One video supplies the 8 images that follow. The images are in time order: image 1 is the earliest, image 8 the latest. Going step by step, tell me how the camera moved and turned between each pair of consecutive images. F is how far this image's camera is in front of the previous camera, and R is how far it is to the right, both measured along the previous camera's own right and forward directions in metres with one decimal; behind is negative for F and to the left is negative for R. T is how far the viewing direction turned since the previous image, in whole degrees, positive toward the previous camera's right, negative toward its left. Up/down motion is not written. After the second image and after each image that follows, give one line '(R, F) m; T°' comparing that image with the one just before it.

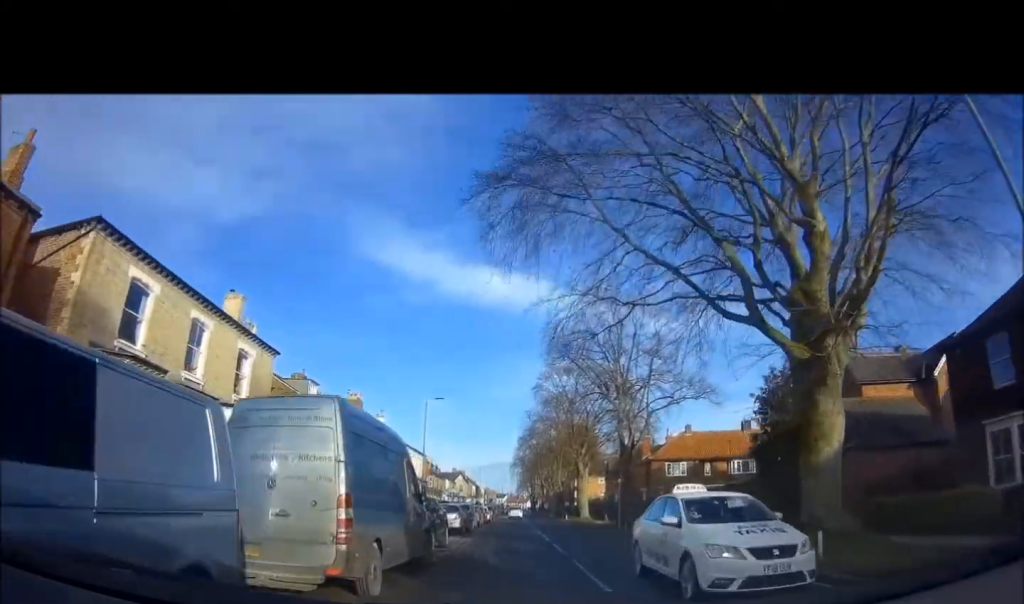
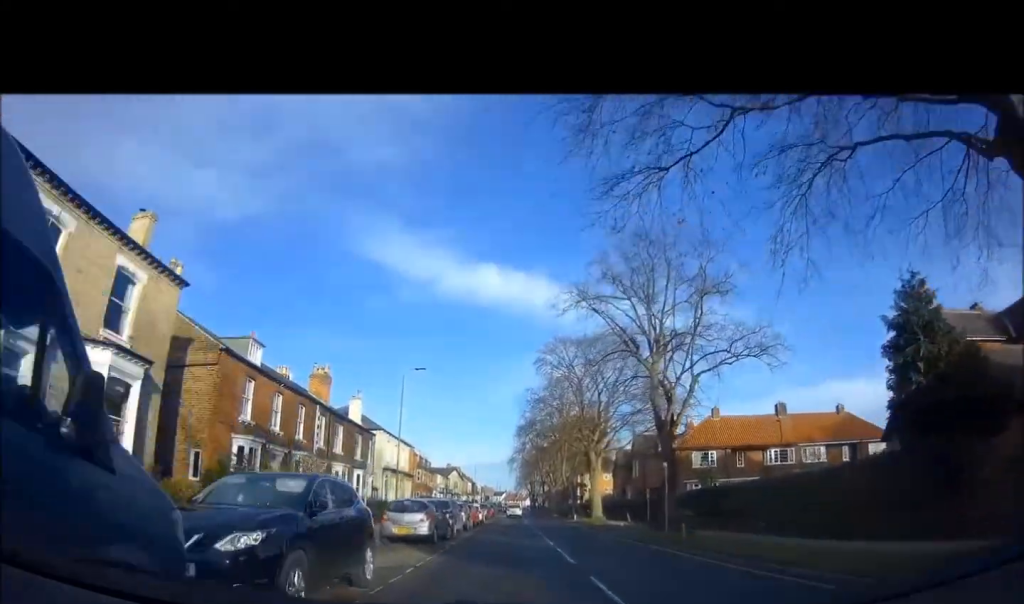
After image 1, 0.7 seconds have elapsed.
(+0.1, +8.6) m; 0°
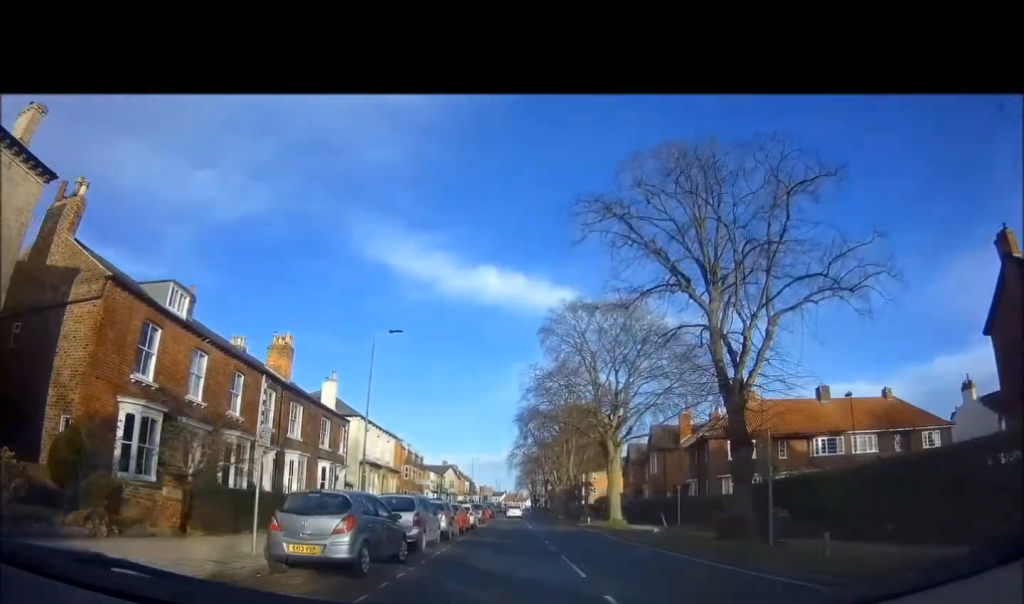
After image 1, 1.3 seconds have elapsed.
(-0.2, +7.8) m; -1°
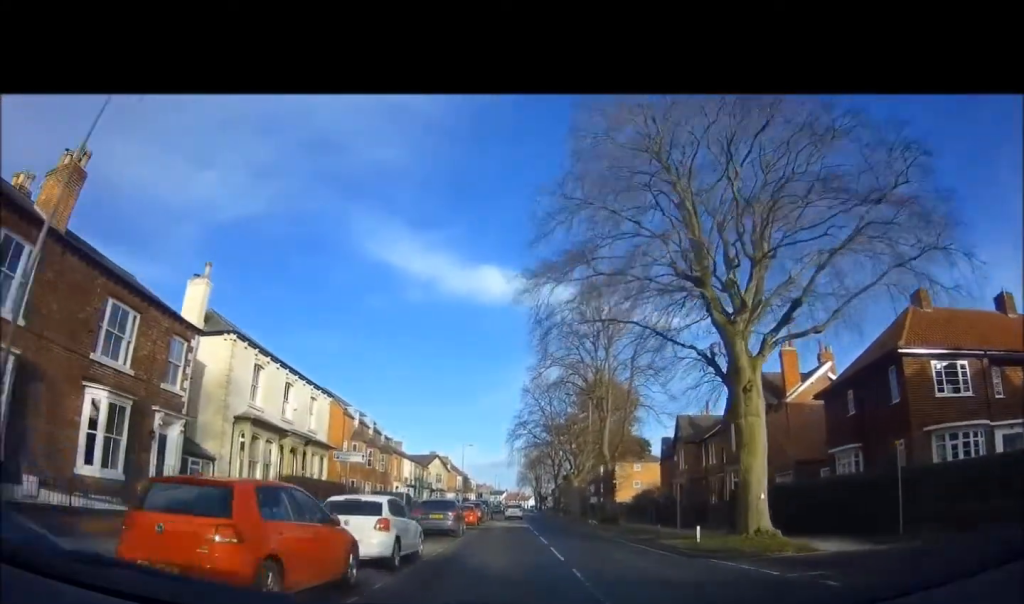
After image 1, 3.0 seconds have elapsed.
(+0.2, +20.9) m; -1°
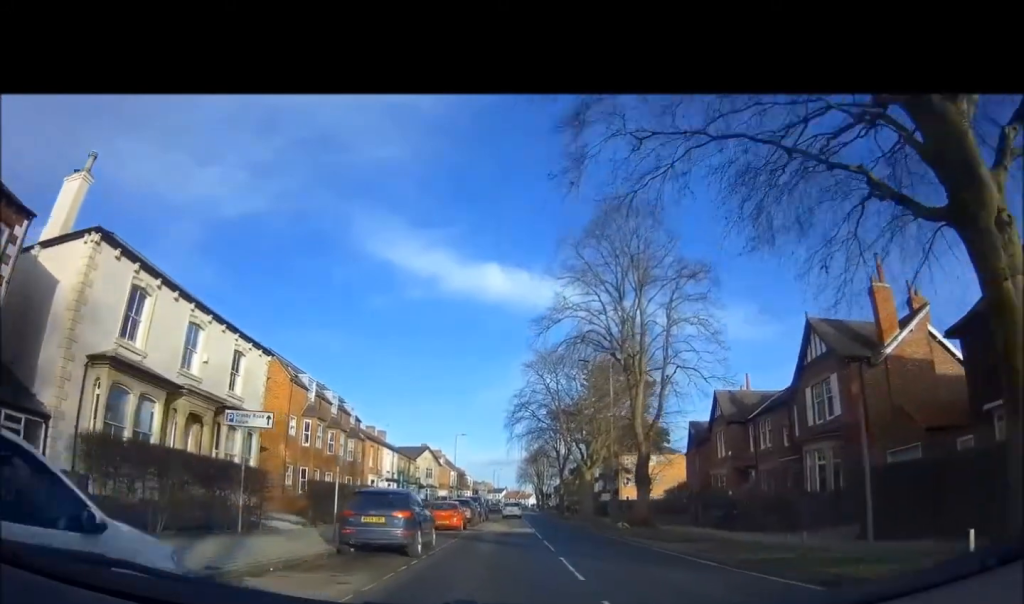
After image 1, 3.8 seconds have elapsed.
(-0.1, +9.7) m; -2°
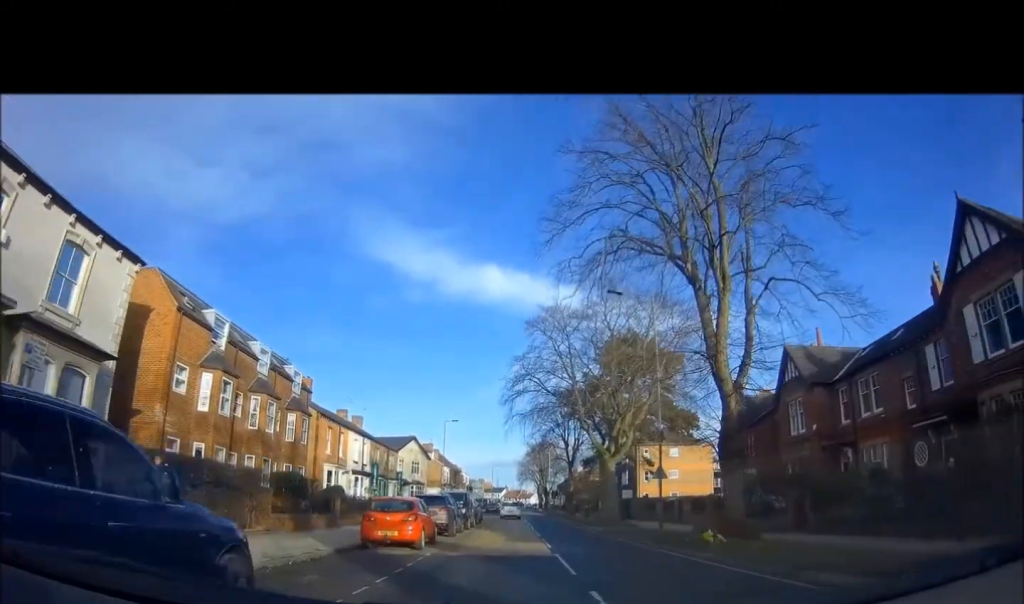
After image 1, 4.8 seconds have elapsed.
(-0.5, +11.4) m; 0°
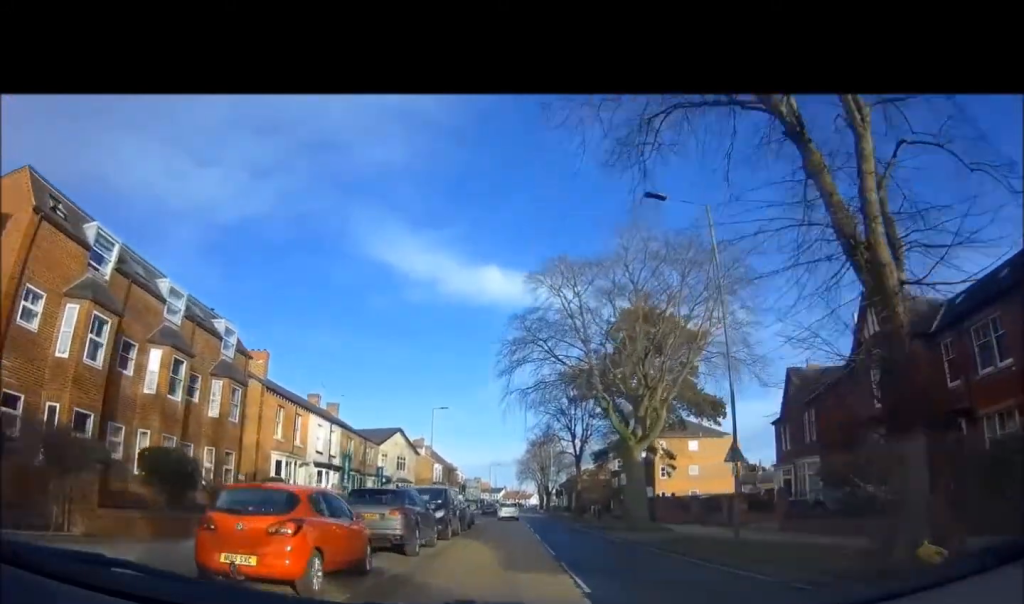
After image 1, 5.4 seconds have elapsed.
(+0.3, +8.1) m; +3°
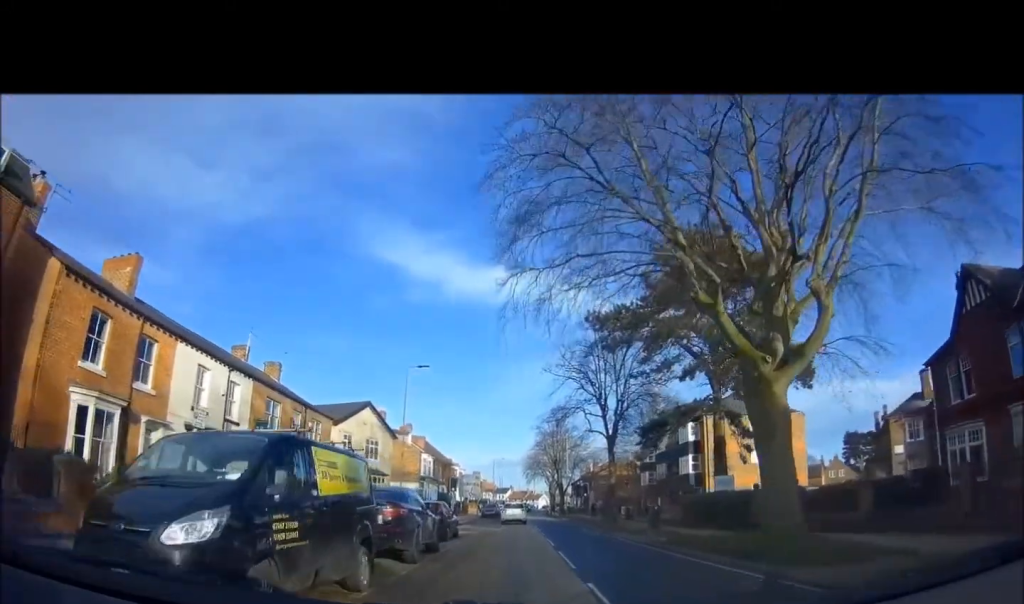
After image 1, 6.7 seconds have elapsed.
(+0.5, +14.9) m; +2°
